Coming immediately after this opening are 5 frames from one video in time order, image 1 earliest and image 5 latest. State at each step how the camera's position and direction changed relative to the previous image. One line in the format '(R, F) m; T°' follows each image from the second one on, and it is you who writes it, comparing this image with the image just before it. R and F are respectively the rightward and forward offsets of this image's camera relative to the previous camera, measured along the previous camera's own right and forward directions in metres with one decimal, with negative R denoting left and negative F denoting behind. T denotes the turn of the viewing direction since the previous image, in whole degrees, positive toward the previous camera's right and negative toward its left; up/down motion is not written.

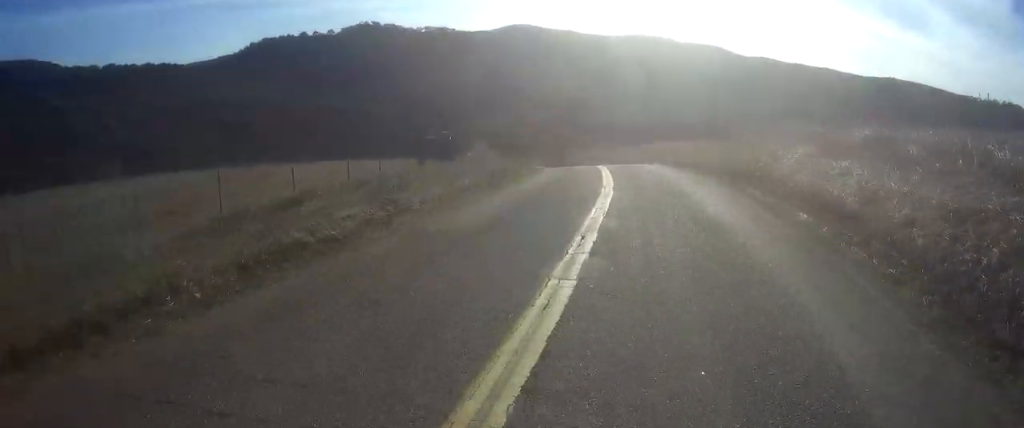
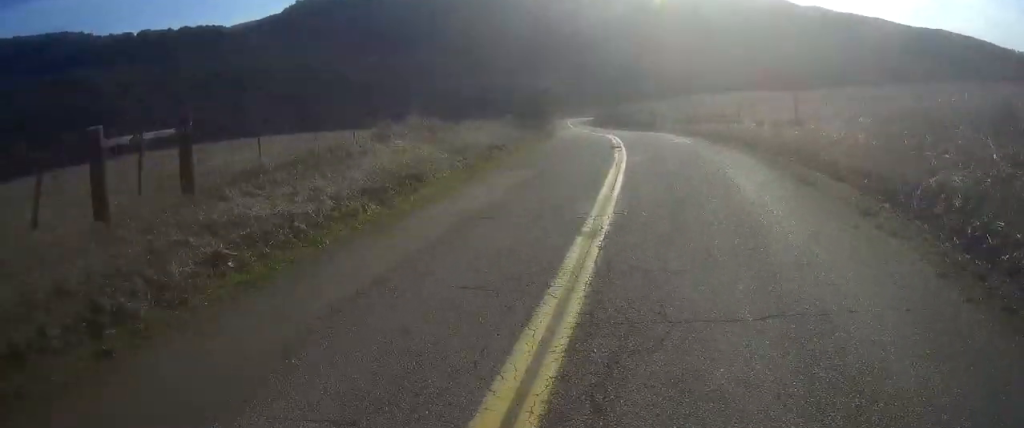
(-1.4, +20.5) m; -7°
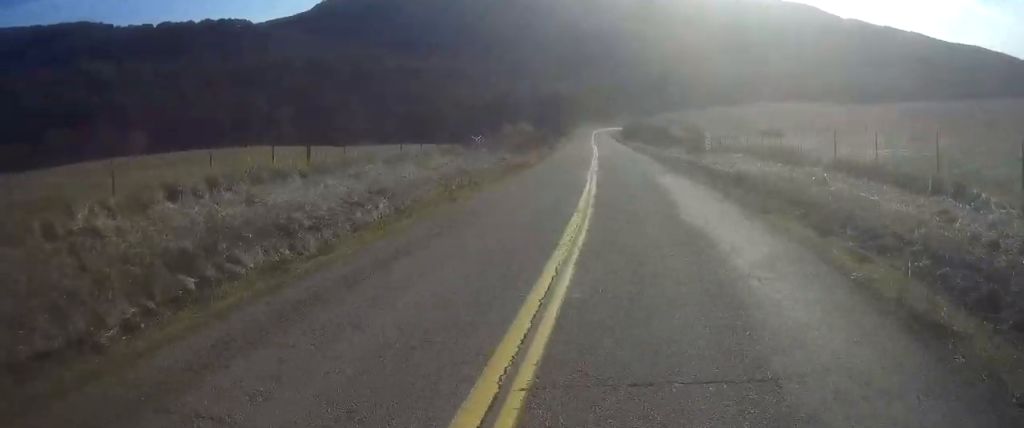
(-1.0, +25.4) m; -3°
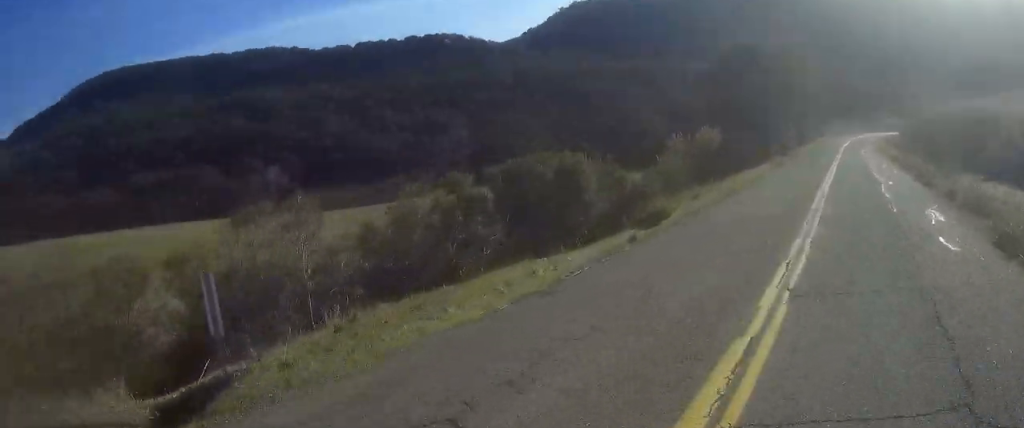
(-2.9, +69.4) m; -4°
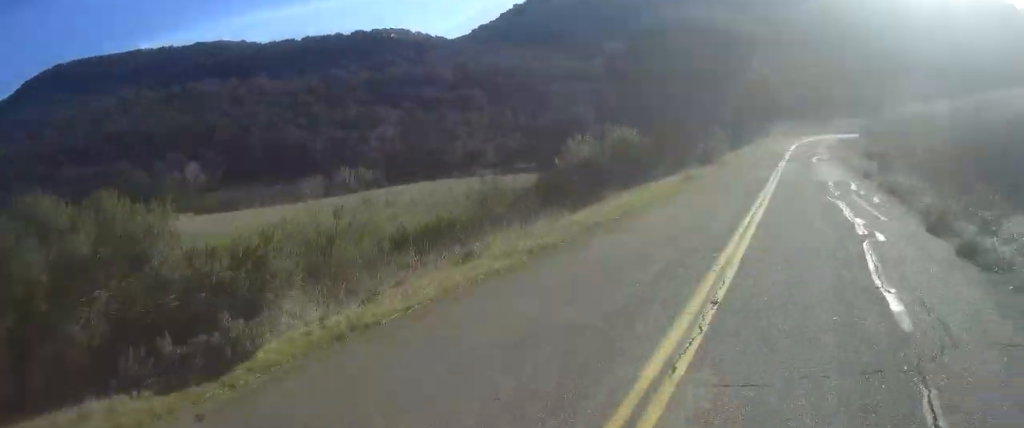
(-0.1, +11.3) m; 0°
